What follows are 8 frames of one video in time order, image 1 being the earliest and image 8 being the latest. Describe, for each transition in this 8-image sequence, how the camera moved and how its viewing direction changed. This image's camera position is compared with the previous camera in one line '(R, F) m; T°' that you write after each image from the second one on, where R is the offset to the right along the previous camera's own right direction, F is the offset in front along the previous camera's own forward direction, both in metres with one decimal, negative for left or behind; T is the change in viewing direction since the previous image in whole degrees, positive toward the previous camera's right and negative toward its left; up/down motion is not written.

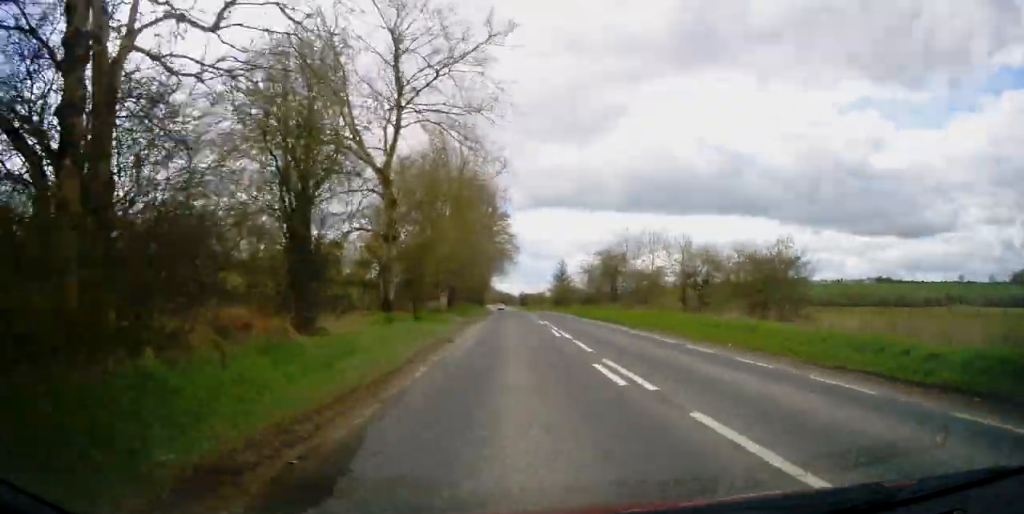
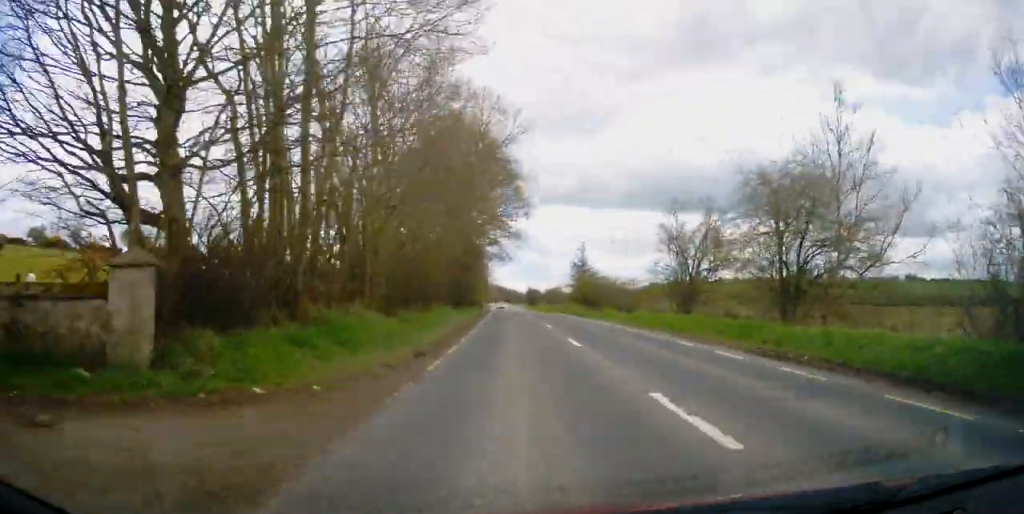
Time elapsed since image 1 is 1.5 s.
(-0.1, +36.7) m; 0°
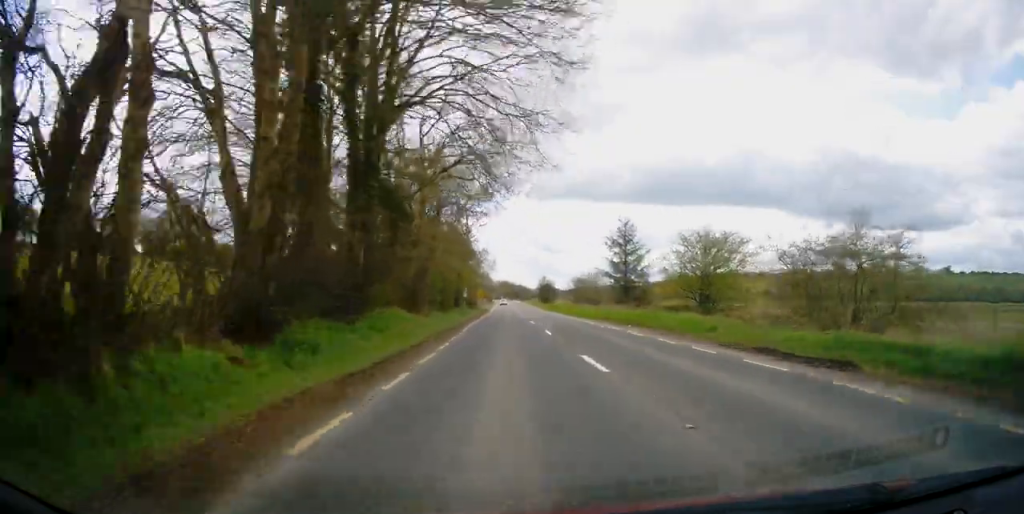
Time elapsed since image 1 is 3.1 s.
(-0.3, +41.4) m; -2°
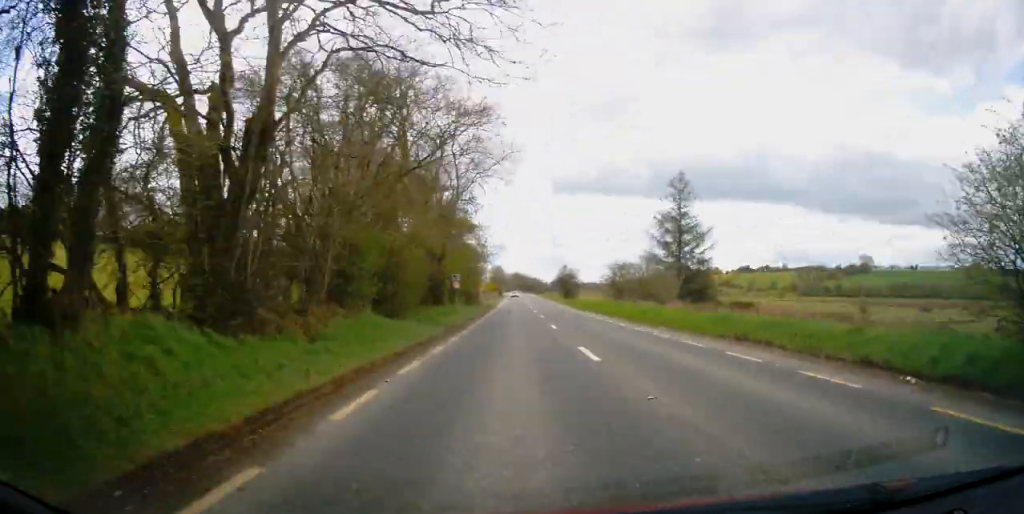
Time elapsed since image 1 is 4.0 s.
(-0.3, +22.0) m; -1°
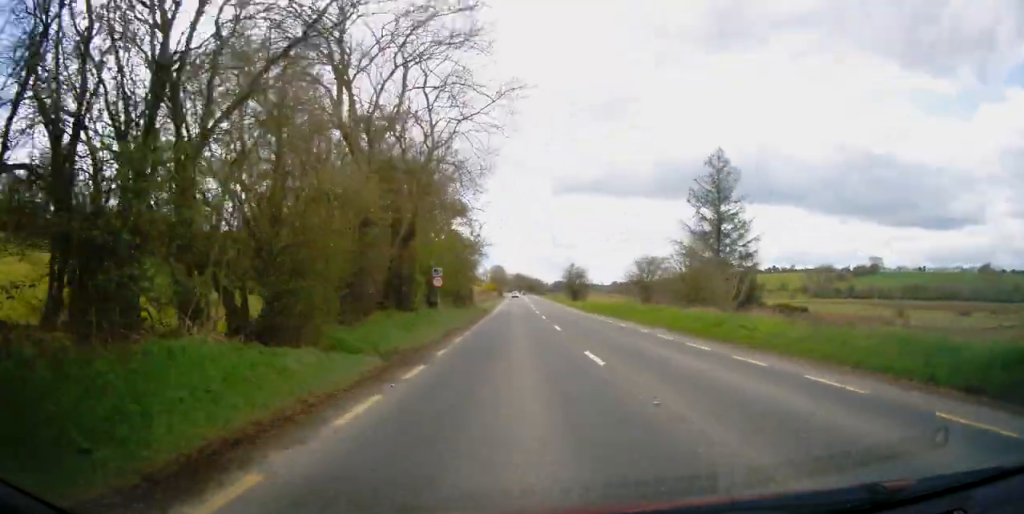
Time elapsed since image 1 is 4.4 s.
(0.0, +11.8) m; 0°
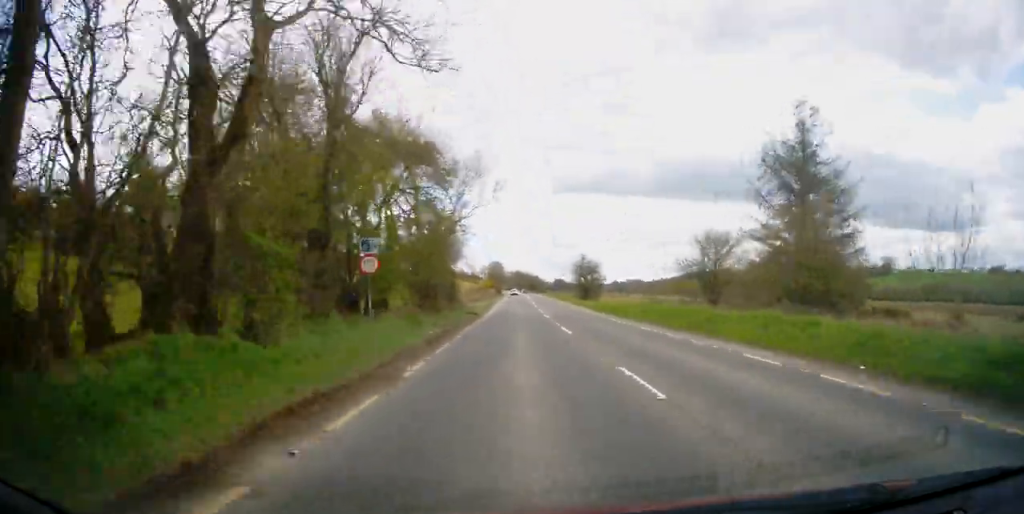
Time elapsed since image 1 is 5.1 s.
(0.0, +16.0) m; 0°
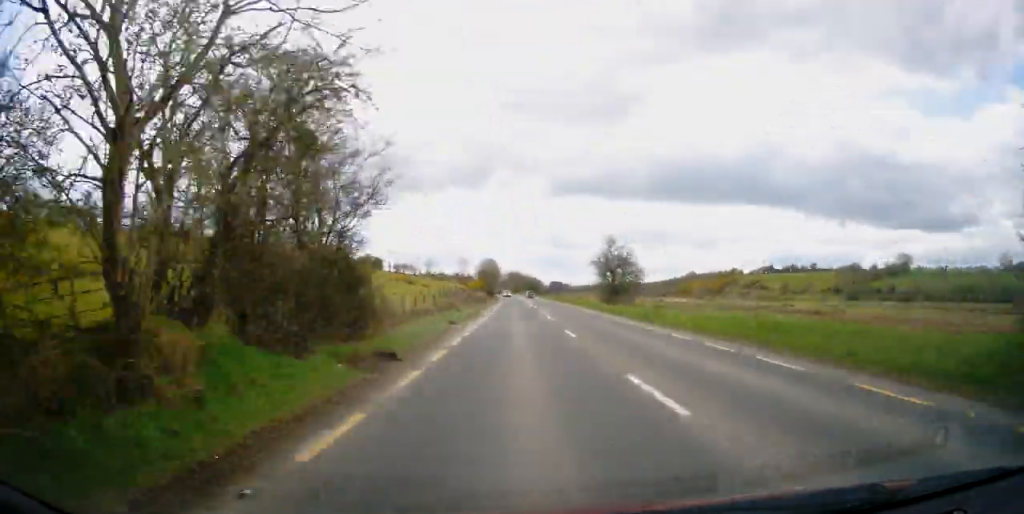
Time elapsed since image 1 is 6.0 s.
(+0.1, +24.3) m; 0°
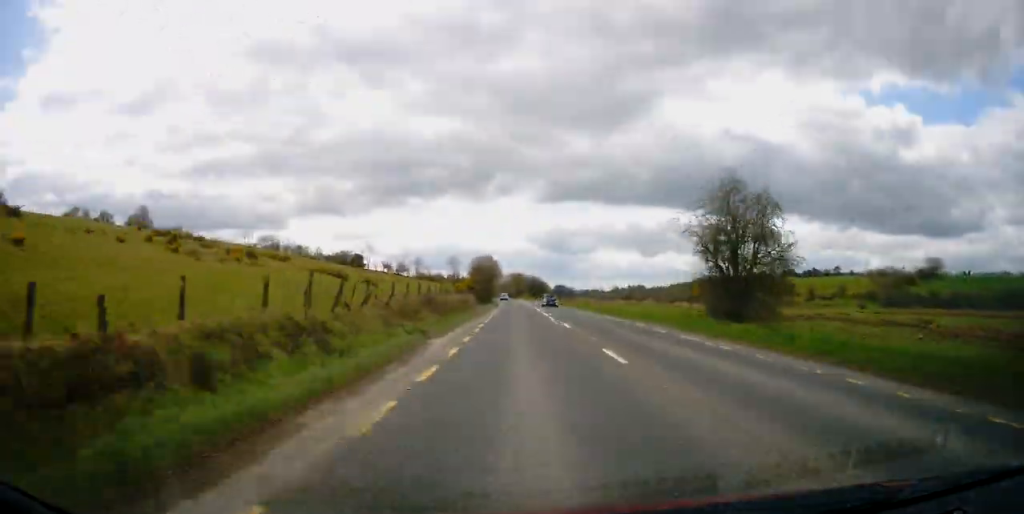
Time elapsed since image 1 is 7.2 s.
(-0.1, +30.6) m; 0°
